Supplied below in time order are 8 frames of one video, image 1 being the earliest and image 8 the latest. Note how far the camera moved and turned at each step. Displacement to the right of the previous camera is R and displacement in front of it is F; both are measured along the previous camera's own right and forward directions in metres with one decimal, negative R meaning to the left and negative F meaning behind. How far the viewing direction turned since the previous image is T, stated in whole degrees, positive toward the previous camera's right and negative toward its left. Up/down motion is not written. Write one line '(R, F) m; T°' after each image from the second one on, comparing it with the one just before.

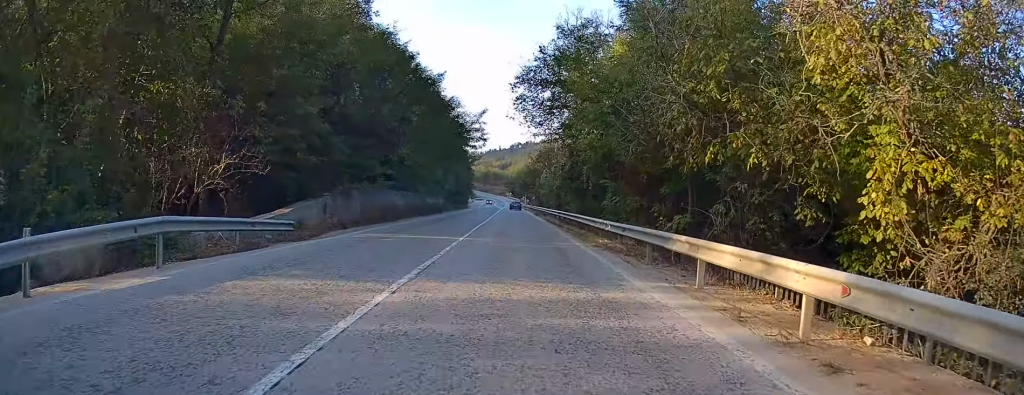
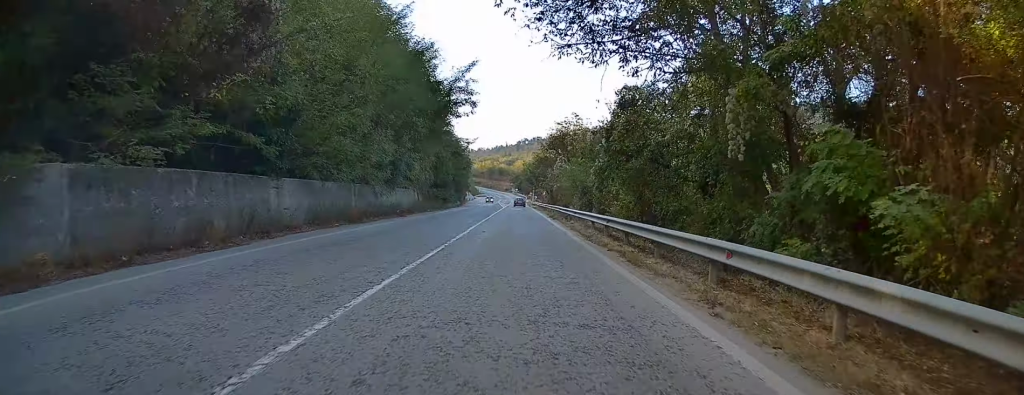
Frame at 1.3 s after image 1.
(-0.1, +21.3) m; -1°
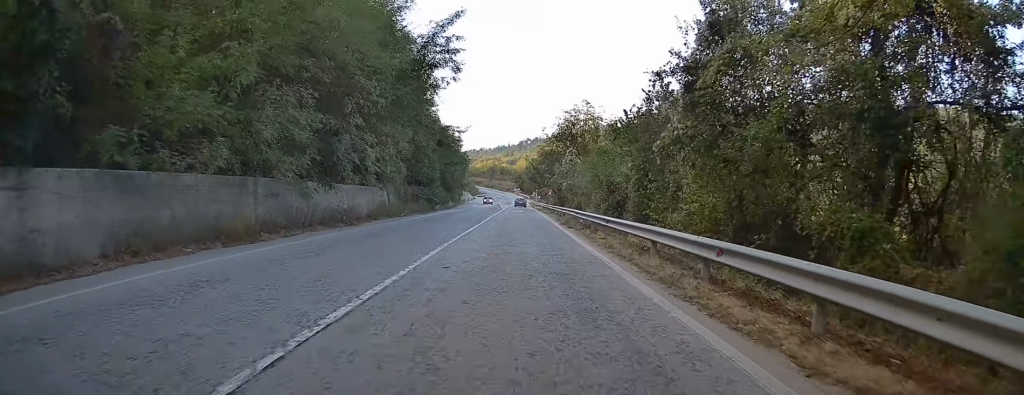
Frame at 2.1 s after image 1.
(-0.1, +11.7) m; -1°
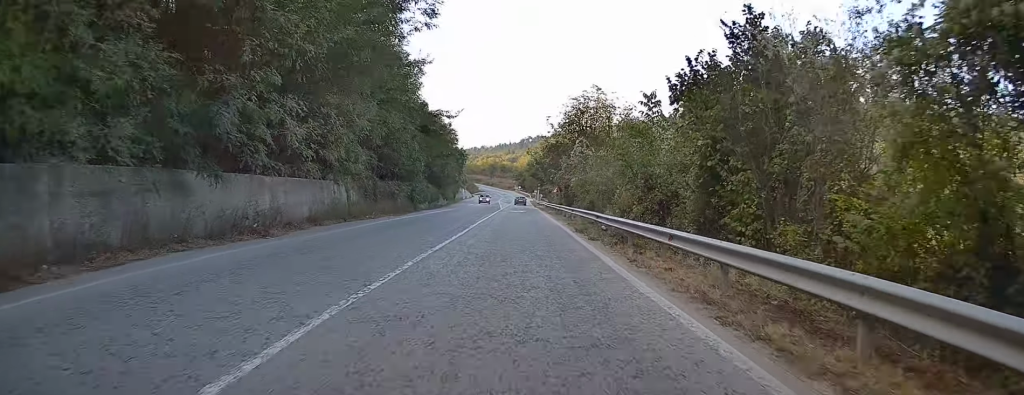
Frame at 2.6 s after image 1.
(0.0, +9.1) m; 0°
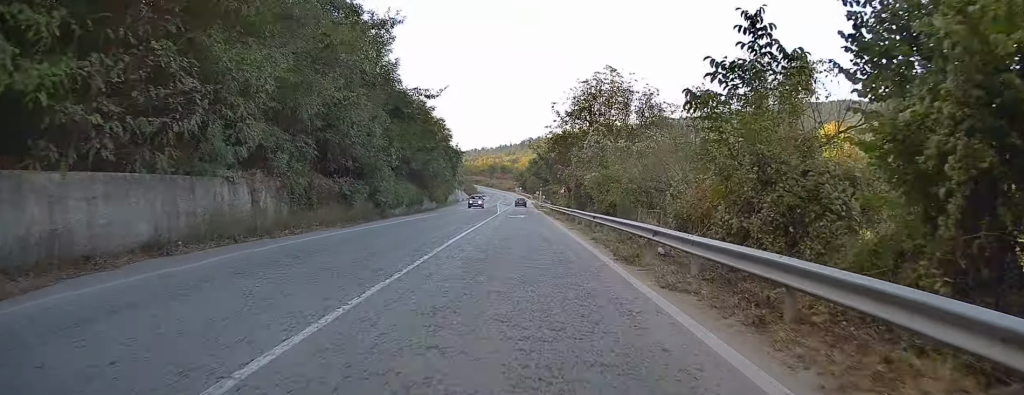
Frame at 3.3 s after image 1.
(0.0, +10.7) m; 0°
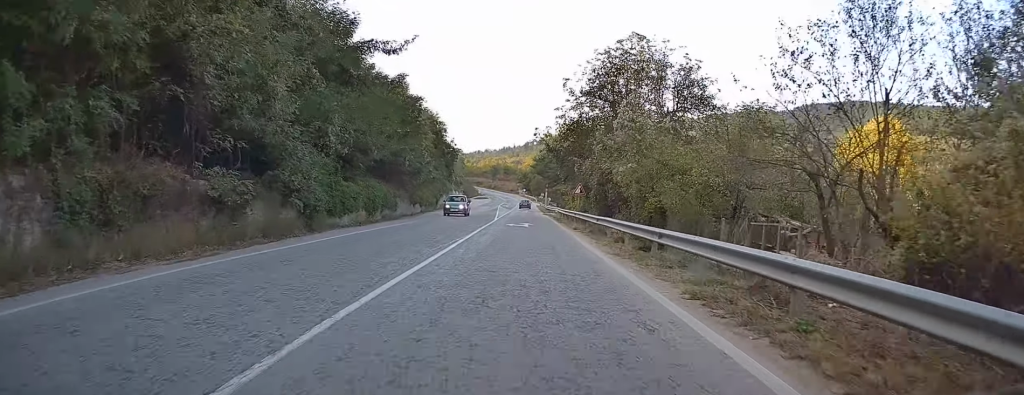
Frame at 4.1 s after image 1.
(+0.1, +12.1) m; -1°
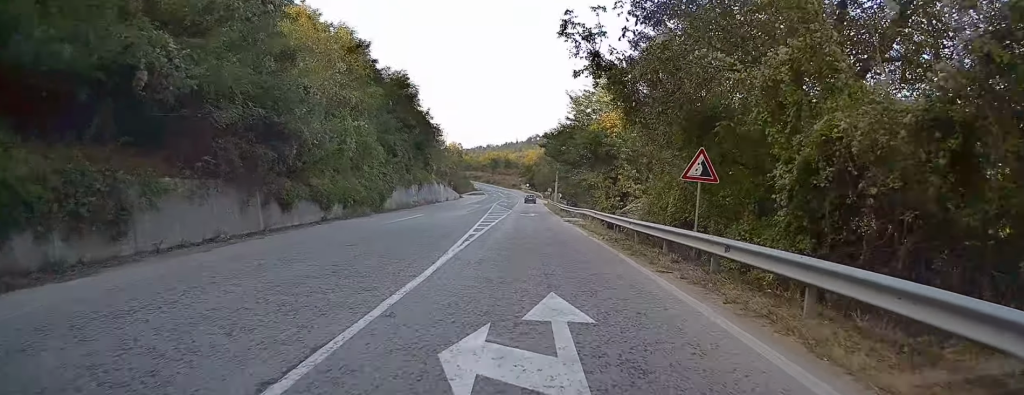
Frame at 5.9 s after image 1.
(-0.1, +27.6) m; +1°
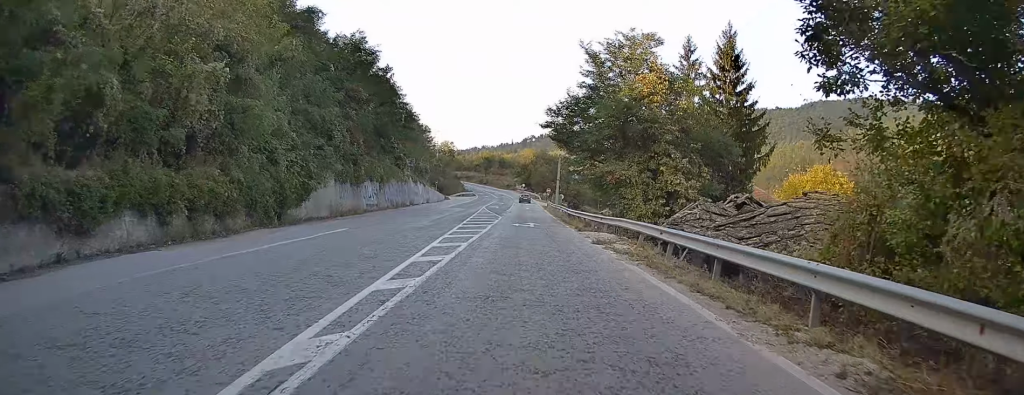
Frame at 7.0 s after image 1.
(0.0, +16.1) m; -1°
